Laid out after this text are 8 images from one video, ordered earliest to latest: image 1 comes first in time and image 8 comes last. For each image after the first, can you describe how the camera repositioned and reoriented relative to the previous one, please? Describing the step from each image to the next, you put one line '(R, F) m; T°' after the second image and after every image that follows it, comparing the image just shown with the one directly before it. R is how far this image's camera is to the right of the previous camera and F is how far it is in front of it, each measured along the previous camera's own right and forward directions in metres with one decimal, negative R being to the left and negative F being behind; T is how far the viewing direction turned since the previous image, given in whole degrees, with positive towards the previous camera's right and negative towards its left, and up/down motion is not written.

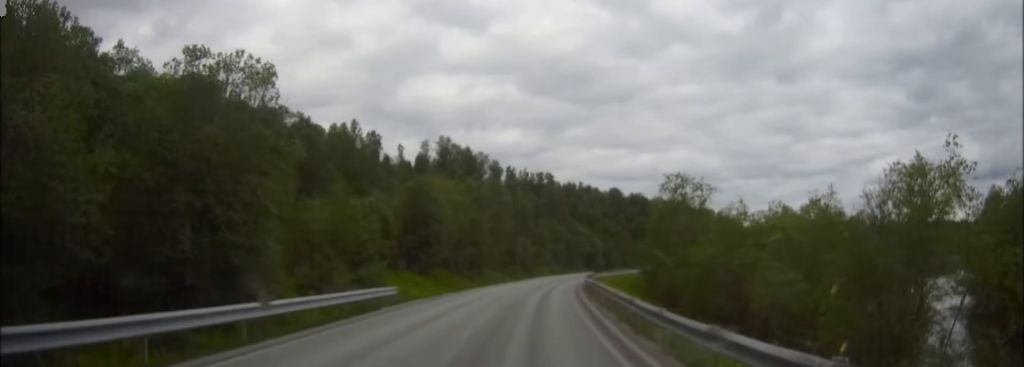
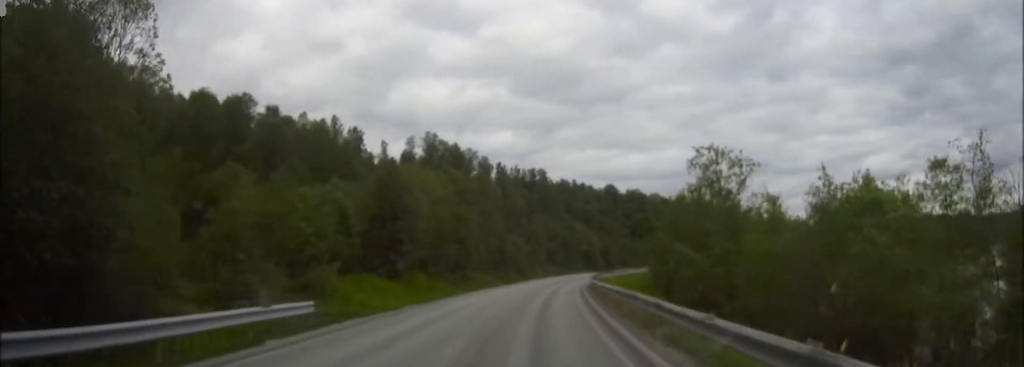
(+0.1, +11.2) m; +1°
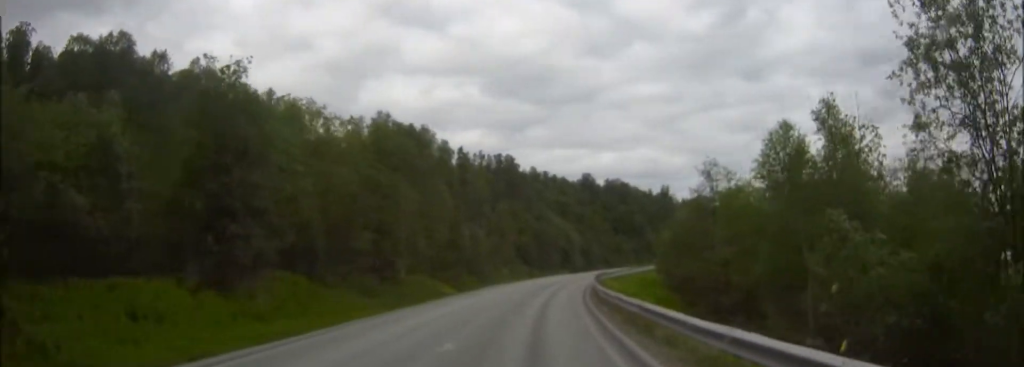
(+0.5, +25.5) m; +2°
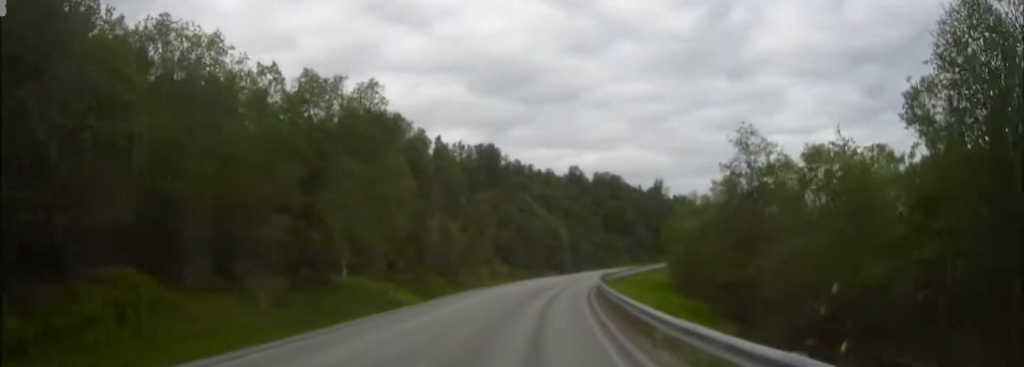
(+0.1, +13.5) m; +1°
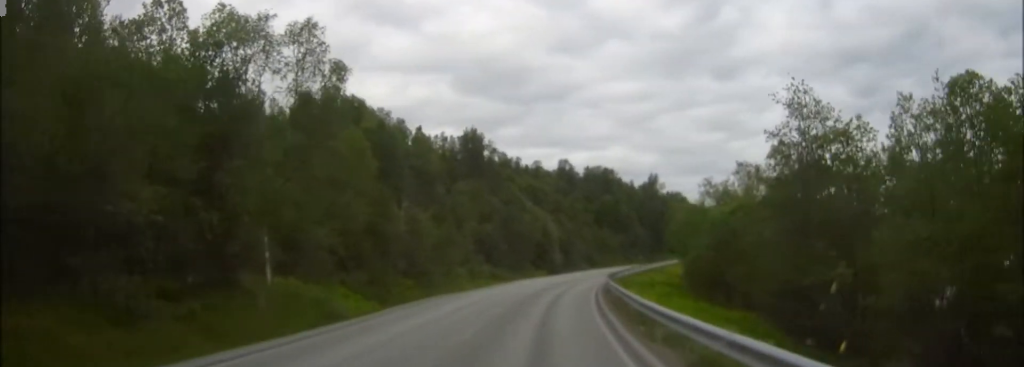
(0.0, +10.9) m; +1°
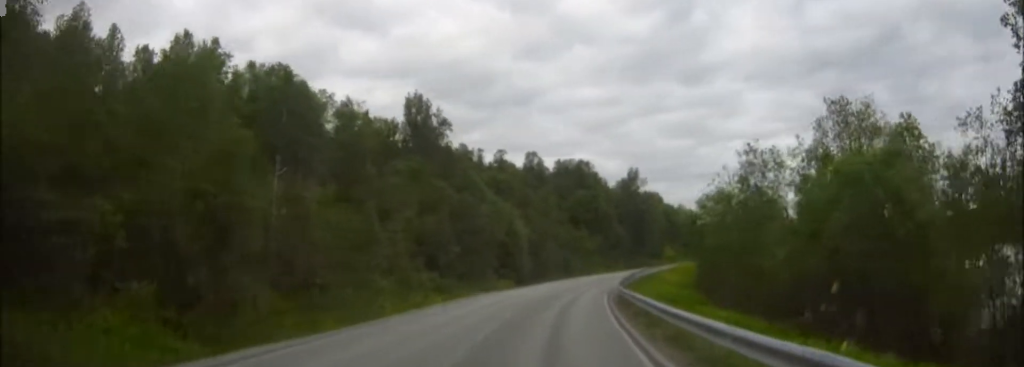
(+0.6, +20.9) m; +4°
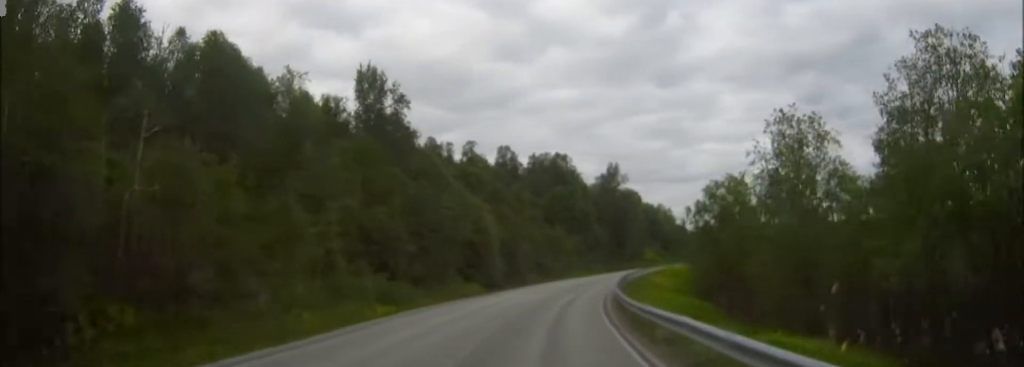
(+0.4, +10.1) m; +2°
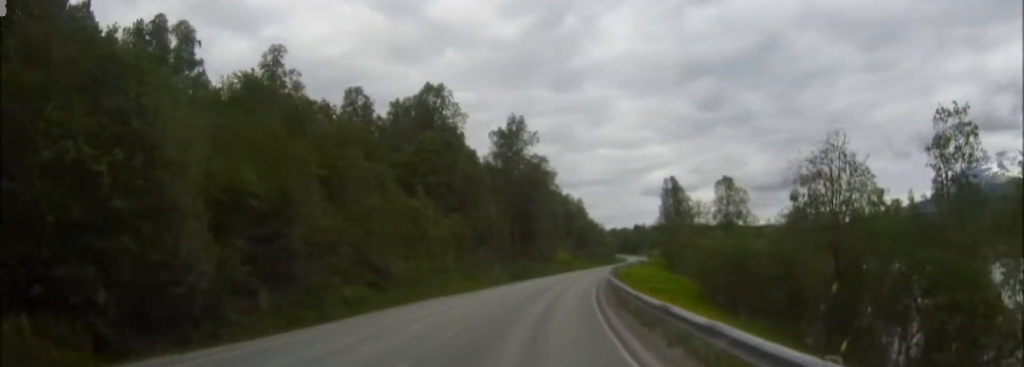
(+3.7, +50.1) m; +8°
